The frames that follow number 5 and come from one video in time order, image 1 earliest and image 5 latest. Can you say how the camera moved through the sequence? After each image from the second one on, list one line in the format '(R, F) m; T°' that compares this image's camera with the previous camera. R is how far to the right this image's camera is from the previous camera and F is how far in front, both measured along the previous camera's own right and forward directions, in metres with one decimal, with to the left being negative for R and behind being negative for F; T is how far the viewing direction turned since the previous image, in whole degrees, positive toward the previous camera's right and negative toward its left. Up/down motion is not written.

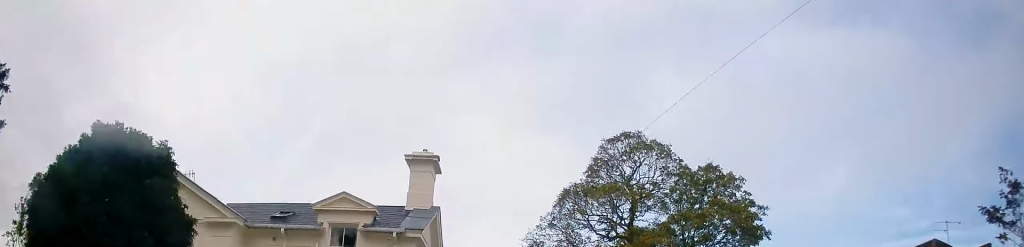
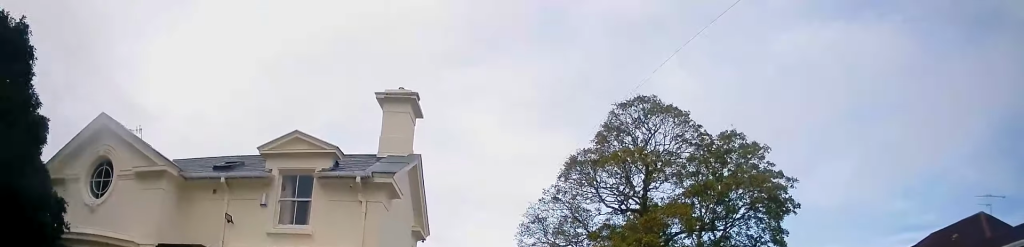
(0.0, +4.0) m; +2°
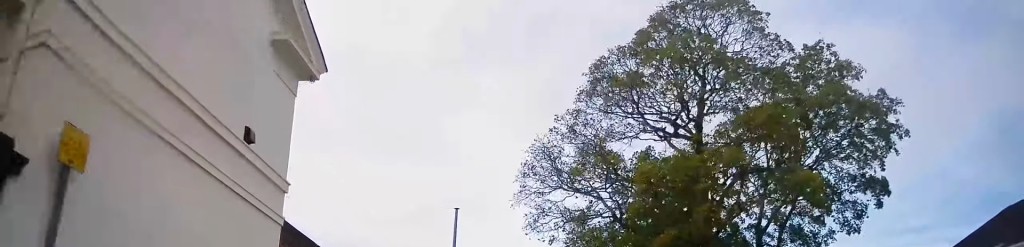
(+0.1, +9.6) m; -2°
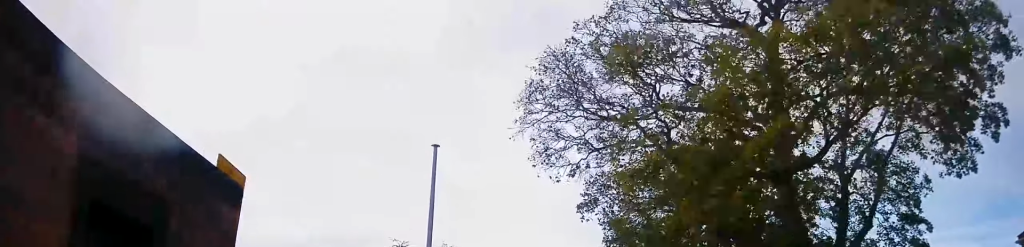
(-0.3, +6.9) m; -2°
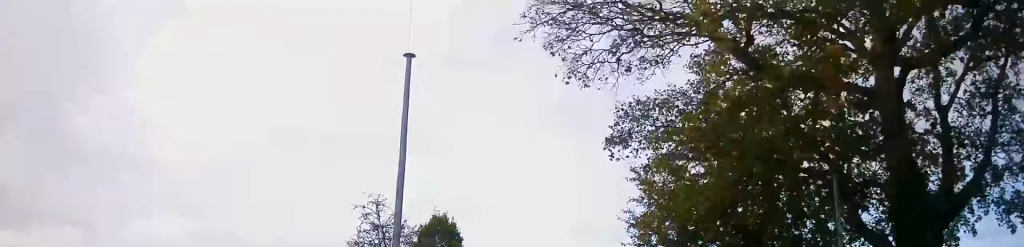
(0.0, +4.9) m; +1°
